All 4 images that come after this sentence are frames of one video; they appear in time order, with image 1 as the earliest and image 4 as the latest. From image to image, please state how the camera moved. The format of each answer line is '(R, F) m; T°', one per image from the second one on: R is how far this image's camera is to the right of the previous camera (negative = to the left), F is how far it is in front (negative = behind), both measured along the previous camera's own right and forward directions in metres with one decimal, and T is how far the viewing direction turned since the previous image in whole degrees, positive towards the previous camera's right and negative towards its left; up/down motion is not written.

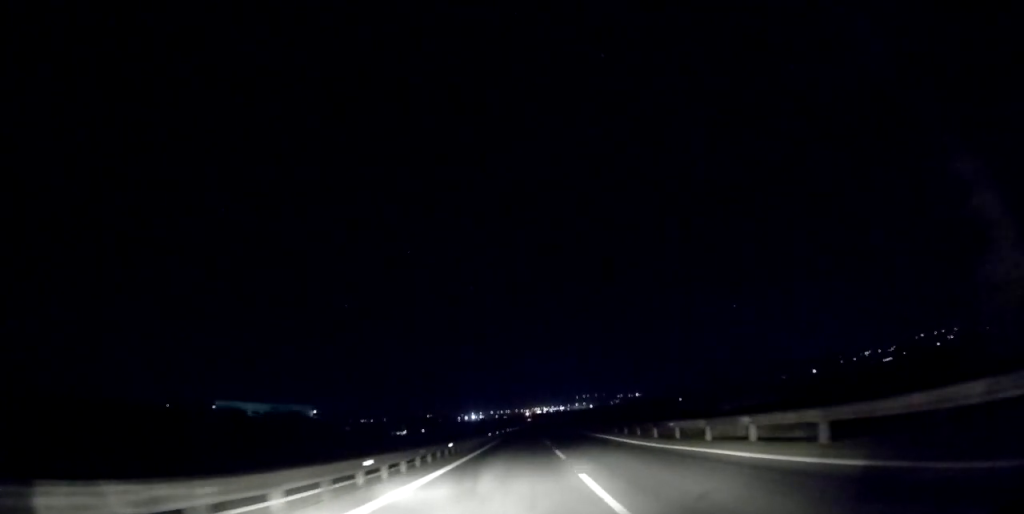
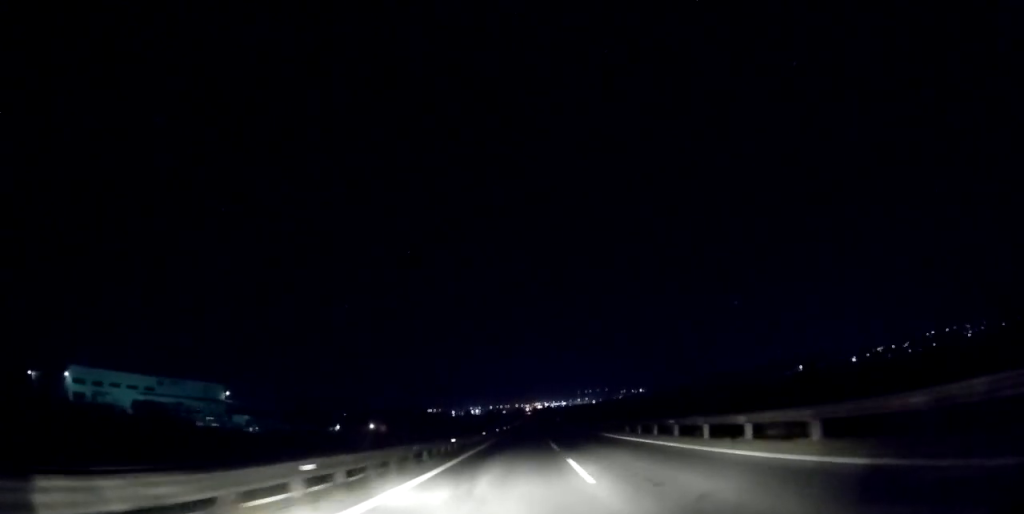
(-1.1, +78.9) m; 0°
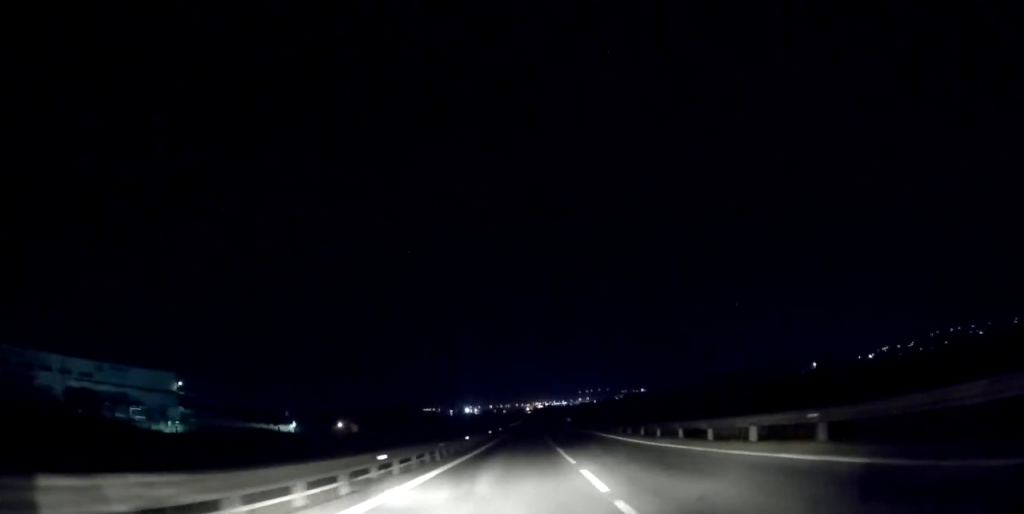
(+0.2, +28.1) m; 0°
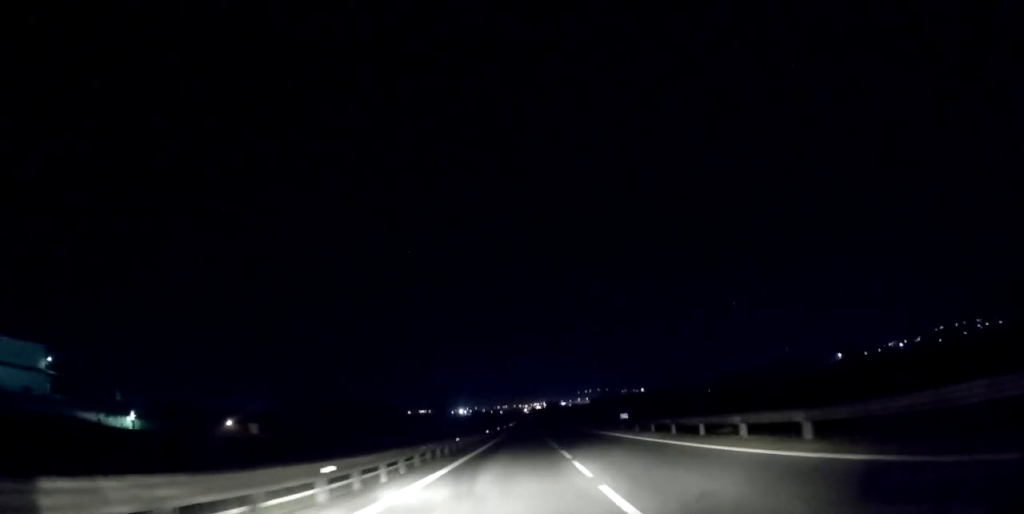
(-0.5, +51.7) m; 0°
